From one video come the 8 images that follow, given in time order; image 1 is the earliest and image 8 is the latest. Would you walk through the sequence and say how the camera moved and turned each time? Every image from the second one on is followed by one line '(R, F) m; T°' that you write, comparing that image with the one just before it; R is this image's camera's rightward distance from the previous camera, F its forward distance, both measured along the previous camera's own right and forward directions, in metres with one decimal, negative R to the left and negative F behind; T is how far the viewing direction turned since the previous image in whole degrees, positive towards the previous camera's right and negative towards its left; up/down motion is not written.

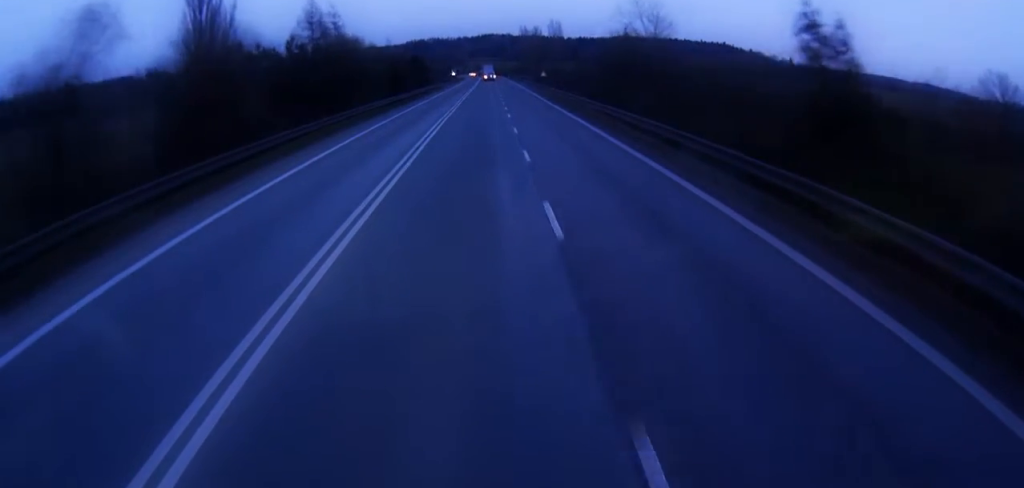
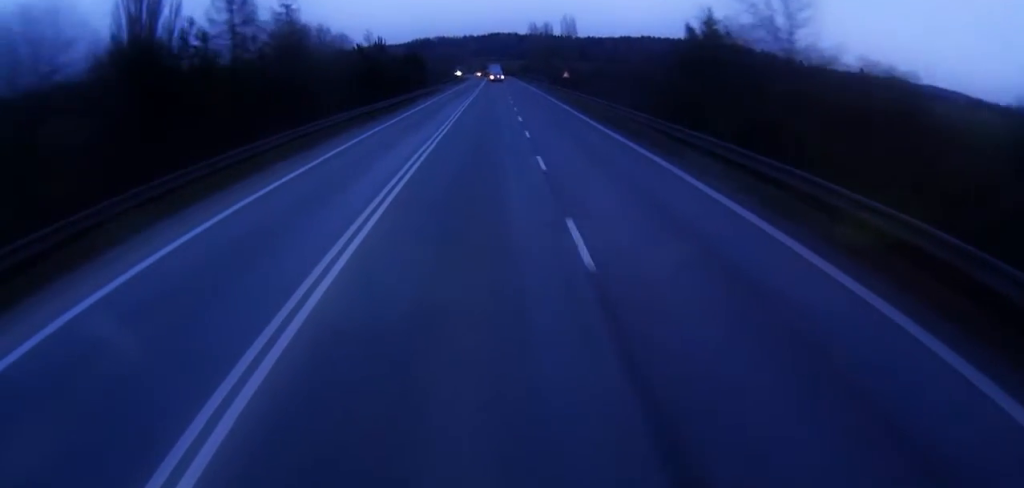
(-0.1, +19.4) m; 0°
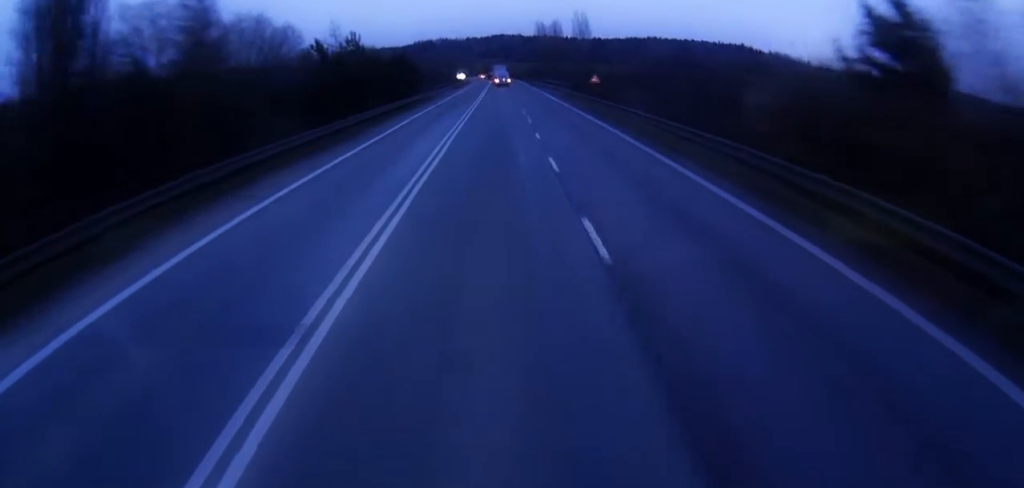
(+0.1, +17.1) m; +1°
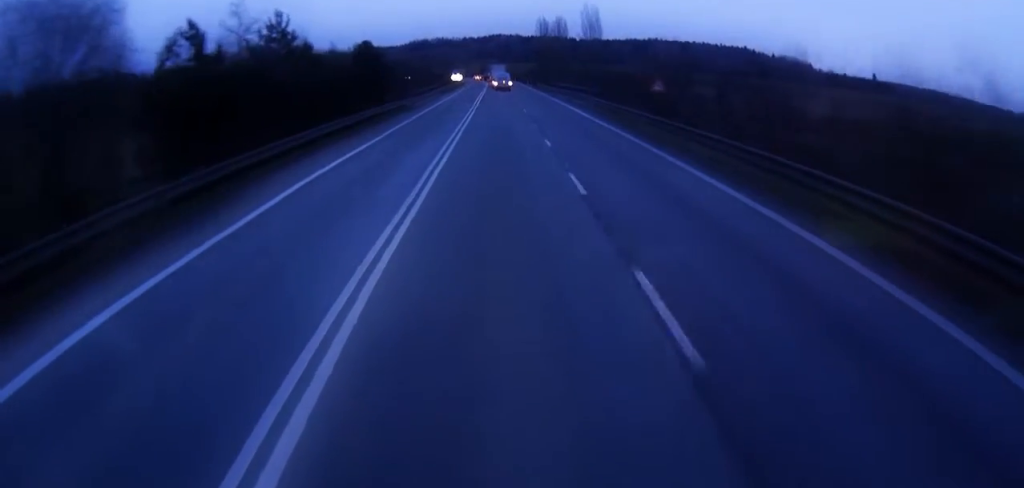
(+0.2, +20.9) m; +1°
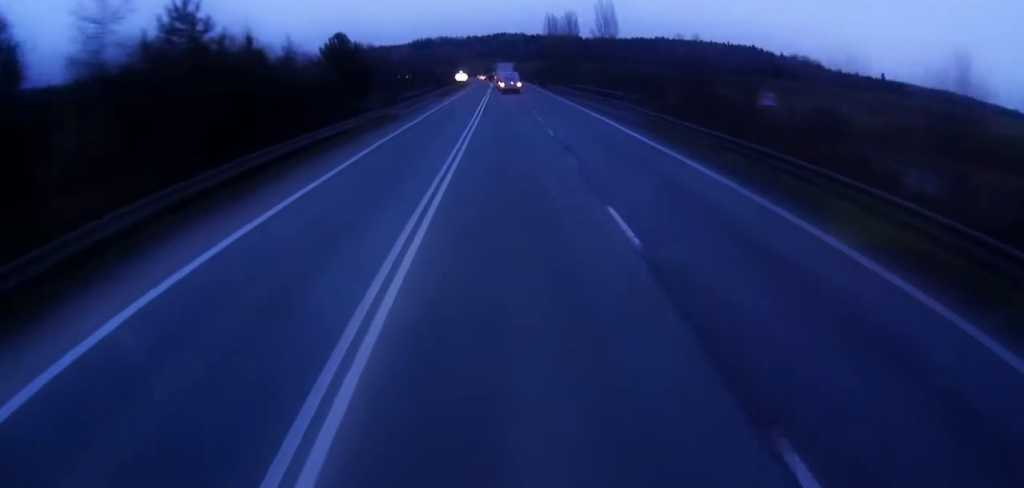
(+0.1, +12.9) m; 0°
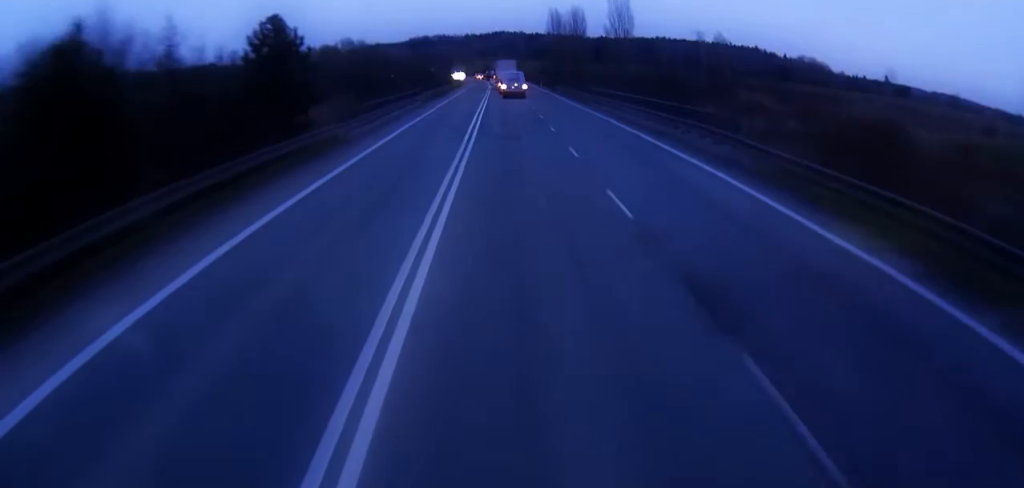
(+0.1, +15.1) m; 0°
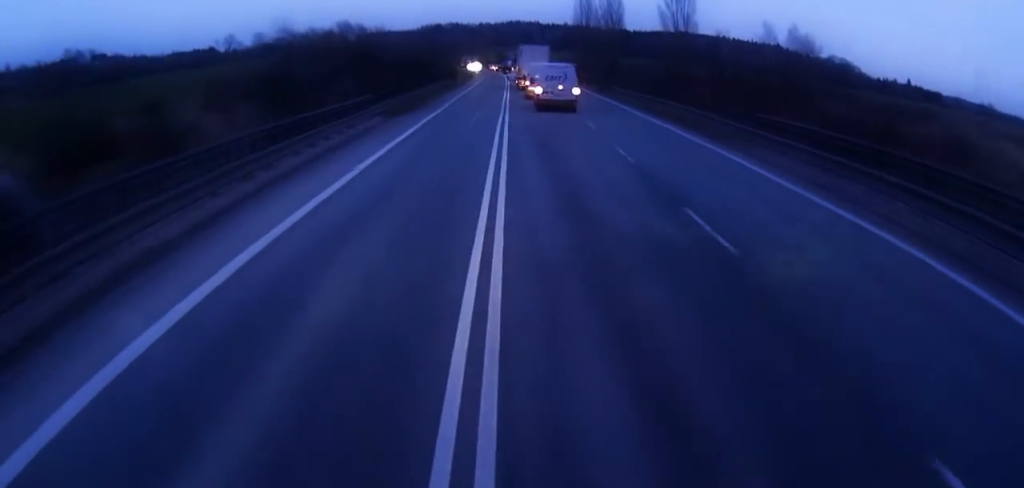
(-0.5, +27.7) m; -2°
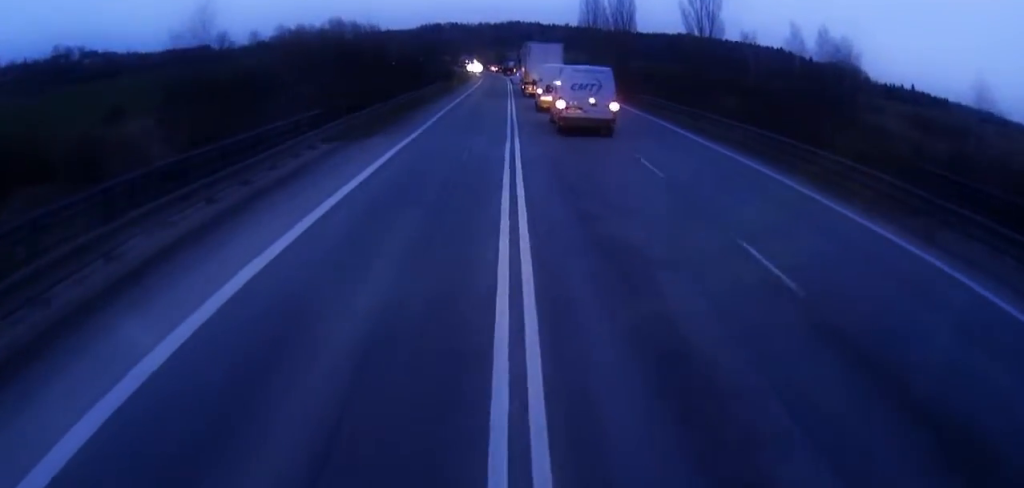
(0.0, +10.8) m; +1°
